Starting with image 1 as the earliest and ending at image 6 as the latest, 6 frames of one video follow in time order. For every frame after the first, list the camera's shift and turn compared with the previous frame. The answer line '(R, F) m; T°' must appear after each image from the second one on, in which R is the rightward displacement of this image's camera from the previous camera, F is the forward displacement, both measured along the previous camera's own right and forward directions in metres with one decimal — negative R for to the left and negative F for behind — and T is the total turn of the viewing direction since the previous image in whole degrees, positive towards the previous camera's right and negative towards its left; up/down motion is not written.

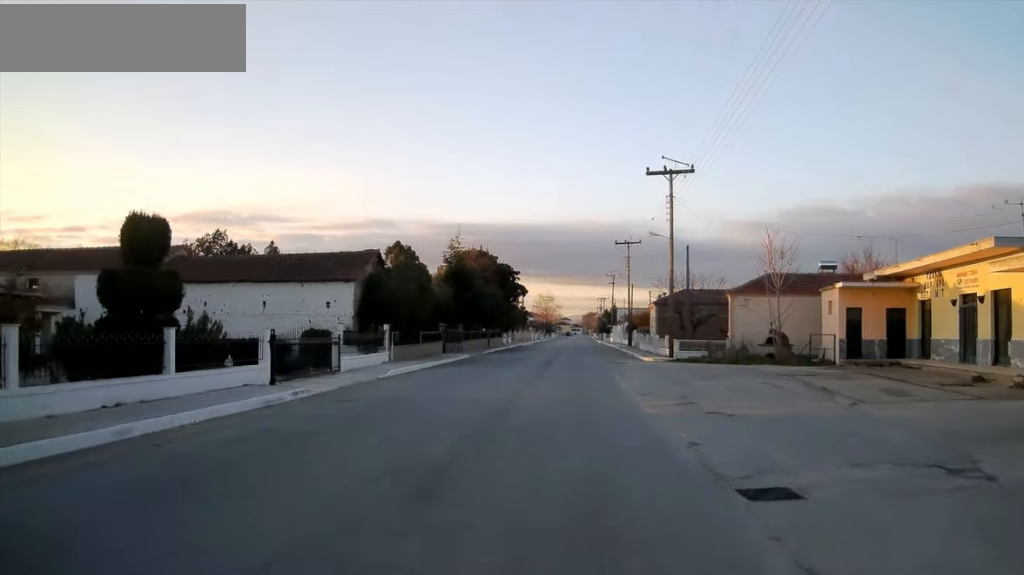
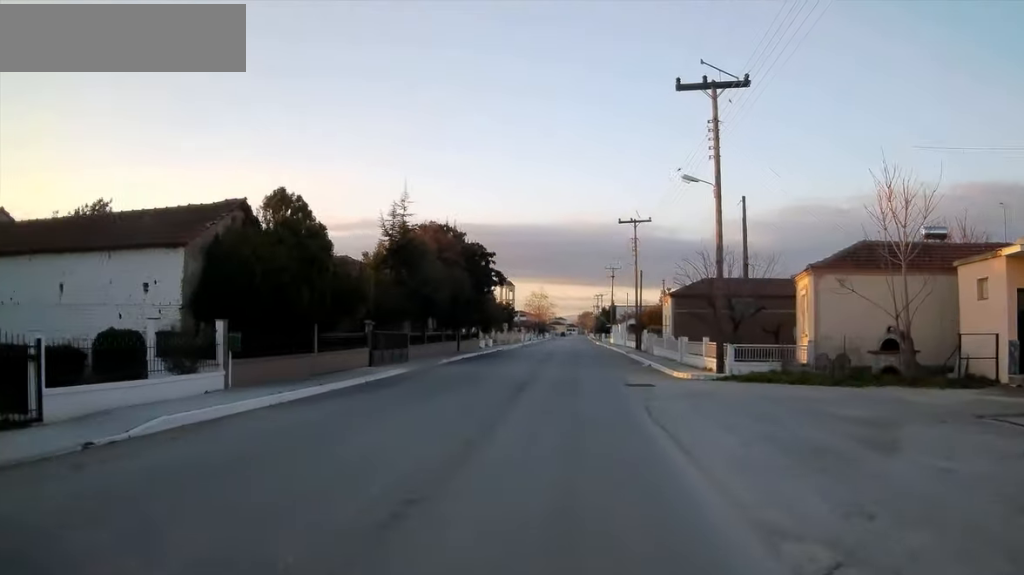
(+0.1, +13.1) m; +1°
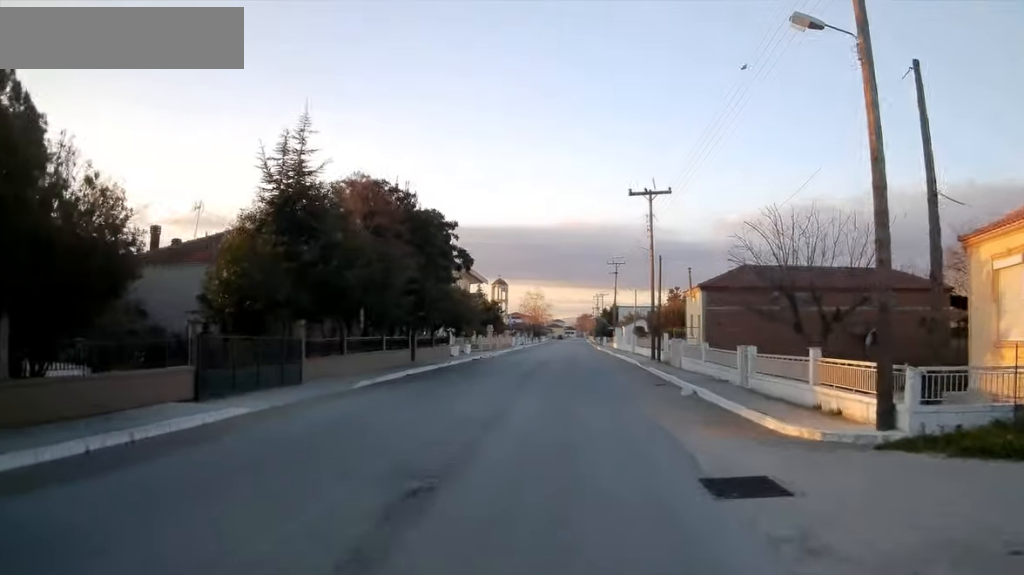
(+0.2, +12.2) m; +1°
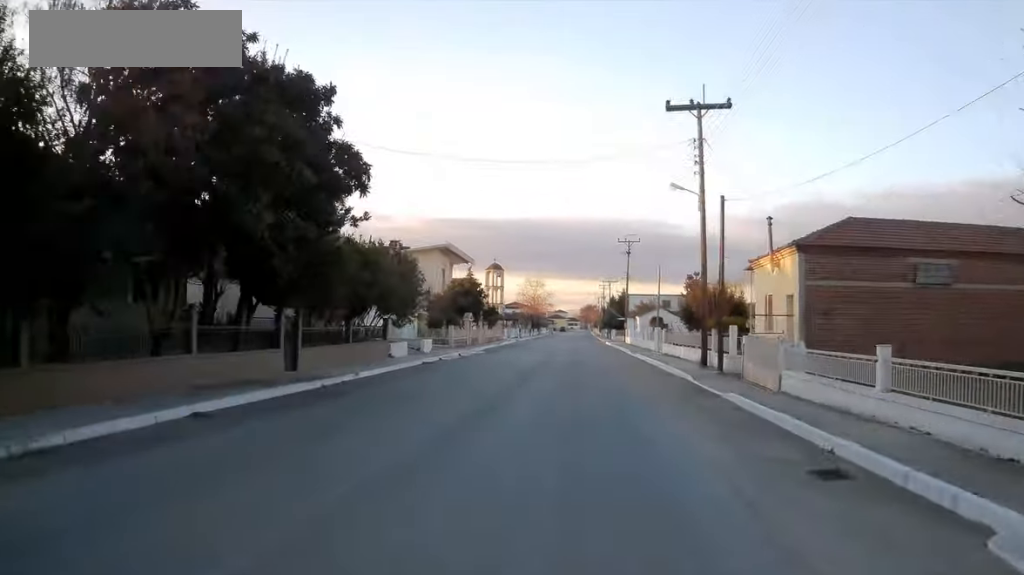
(0.0, +14.9) m; 0°
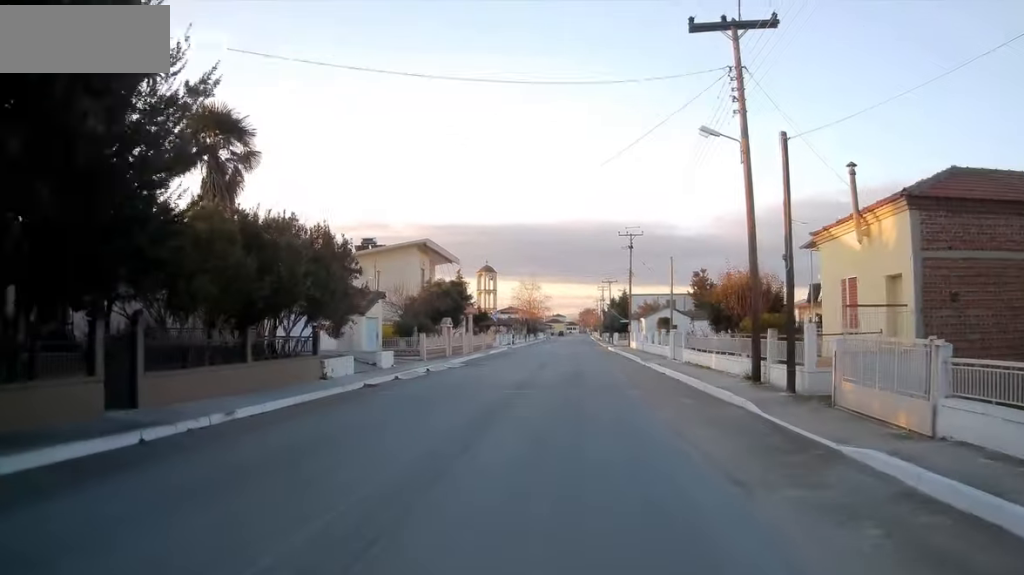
(0.0, +7.4) m; 0°
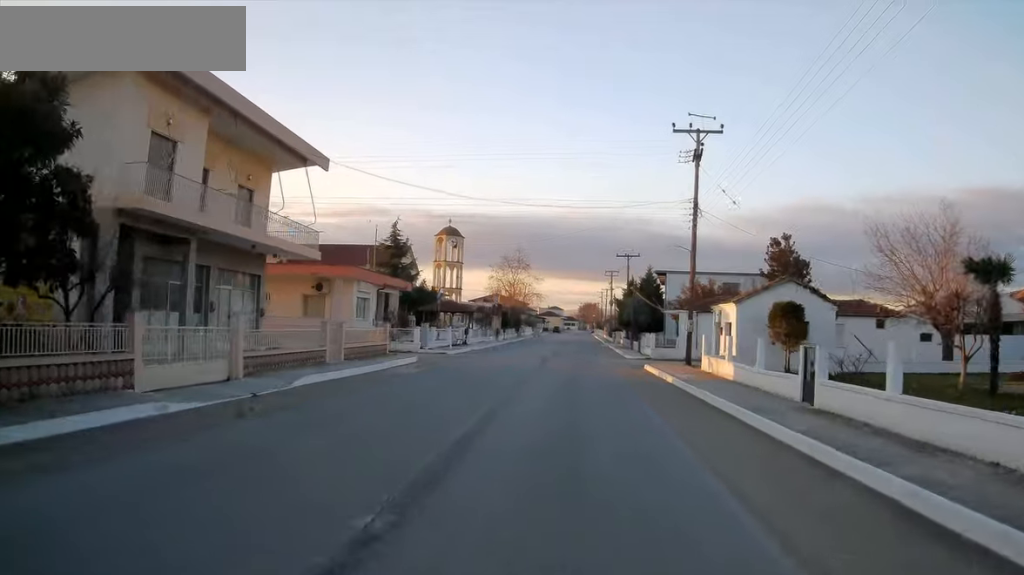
(0.0, +35.8) m; 0°
